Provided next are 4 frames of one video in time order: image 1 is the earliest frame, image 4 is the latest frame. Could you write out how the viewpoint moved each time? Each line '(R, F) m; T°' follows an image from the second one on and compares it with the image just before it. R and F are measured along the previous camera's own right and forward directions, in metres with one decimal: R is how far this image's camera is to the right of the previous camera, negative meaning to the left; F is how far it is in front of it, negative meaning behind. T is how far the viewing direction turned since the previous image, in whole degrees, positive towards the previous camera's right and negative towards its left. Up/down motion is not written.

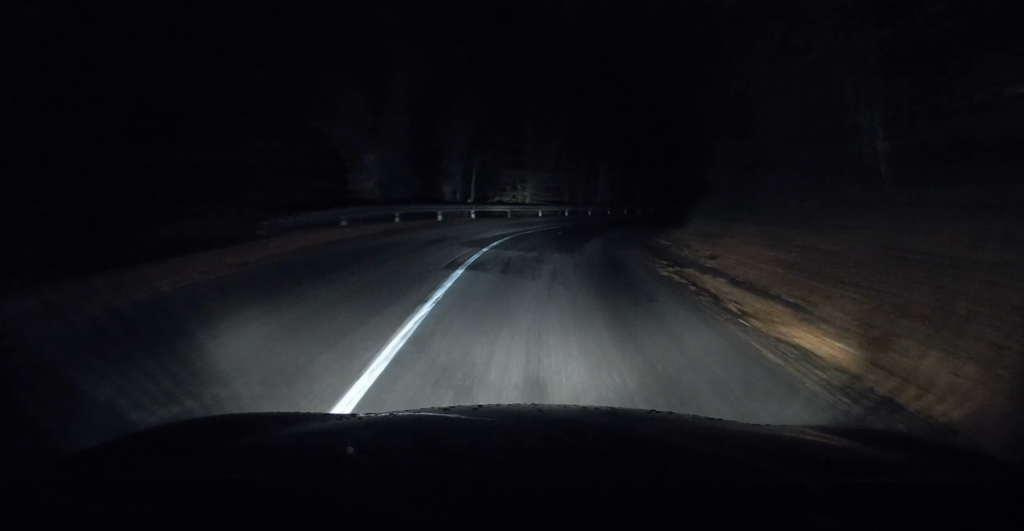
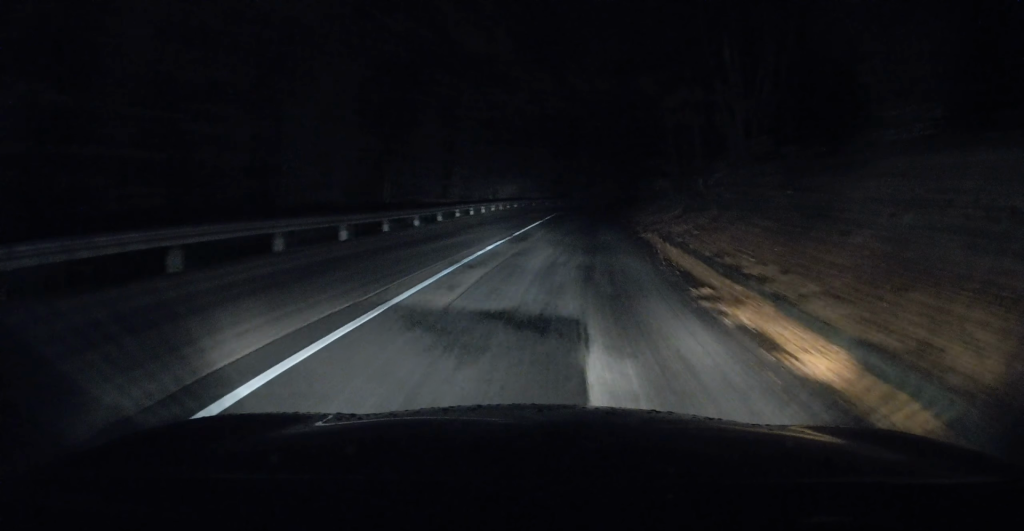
(+2.5, +30.8) m; +14°
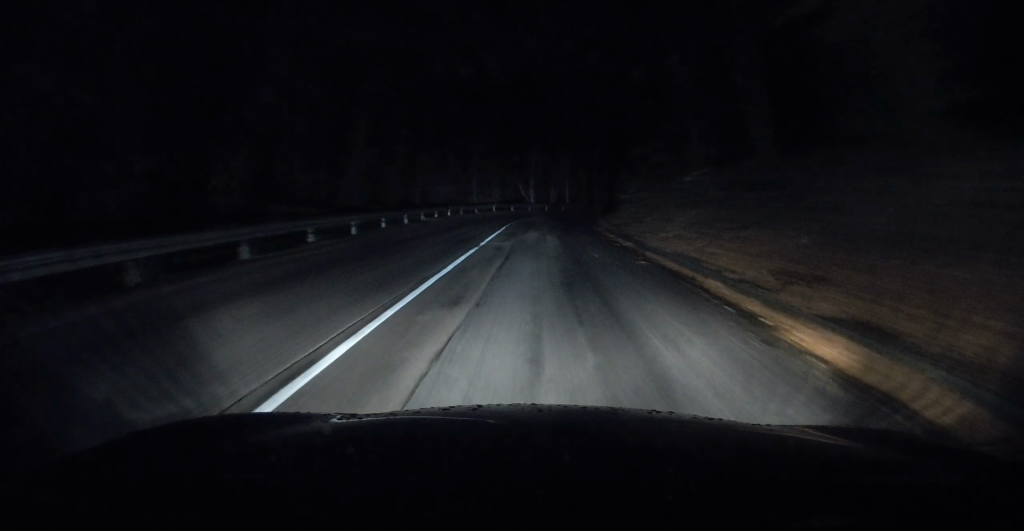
(+1.4, +15.5) m; +8°
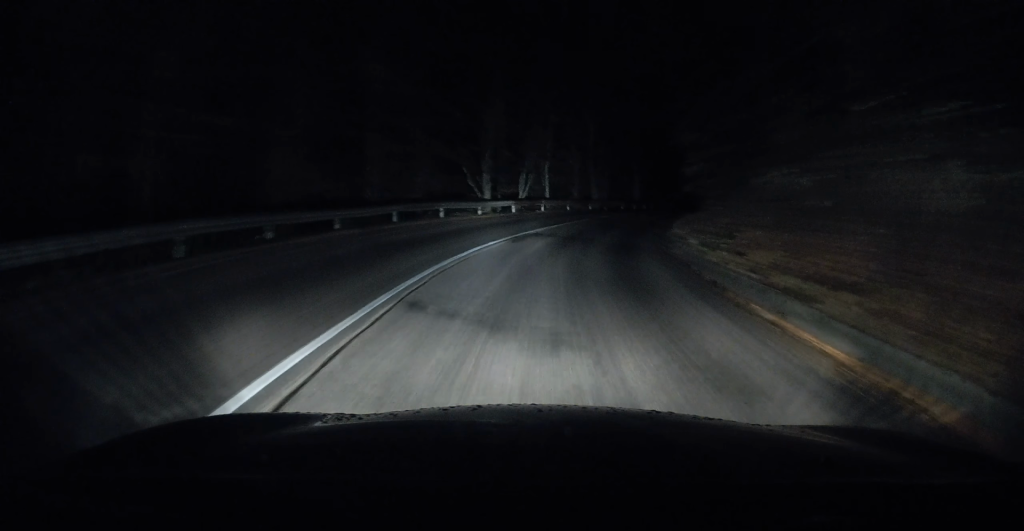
(+2.2, +28.8) m; +6°
